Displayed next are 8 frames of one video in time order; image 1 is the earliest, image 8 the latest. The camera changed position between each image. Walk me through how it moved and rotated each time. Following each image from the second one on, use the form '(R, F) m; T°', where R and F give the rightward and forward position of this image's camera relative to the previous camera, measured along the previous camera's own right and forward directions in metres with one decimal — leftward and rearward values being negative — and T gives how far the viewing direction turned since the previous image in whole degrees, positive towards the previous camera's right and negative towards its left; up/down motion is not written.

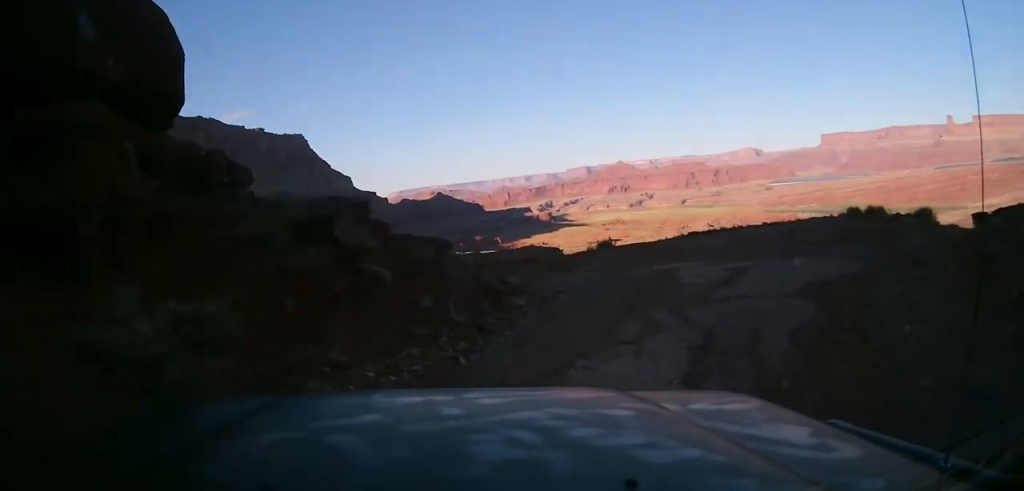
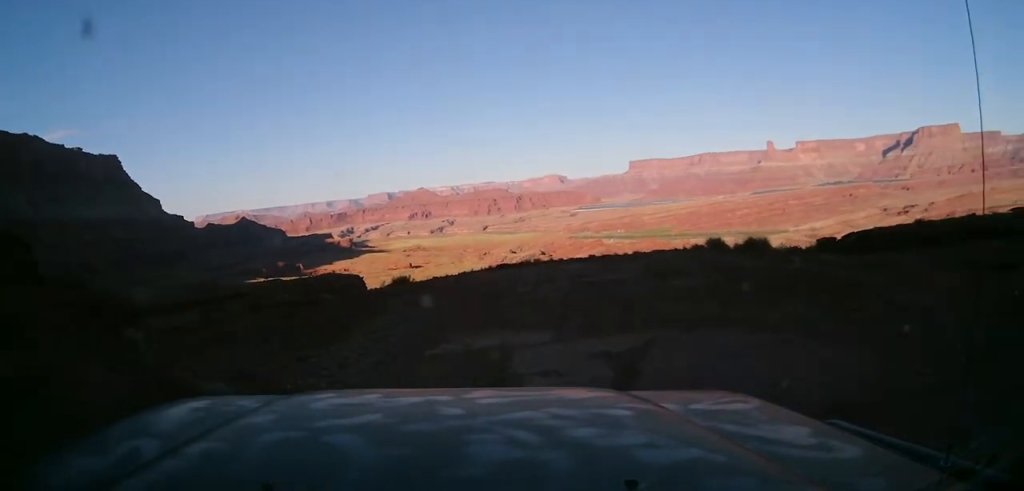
(+0.4, +5.7) m; +8°
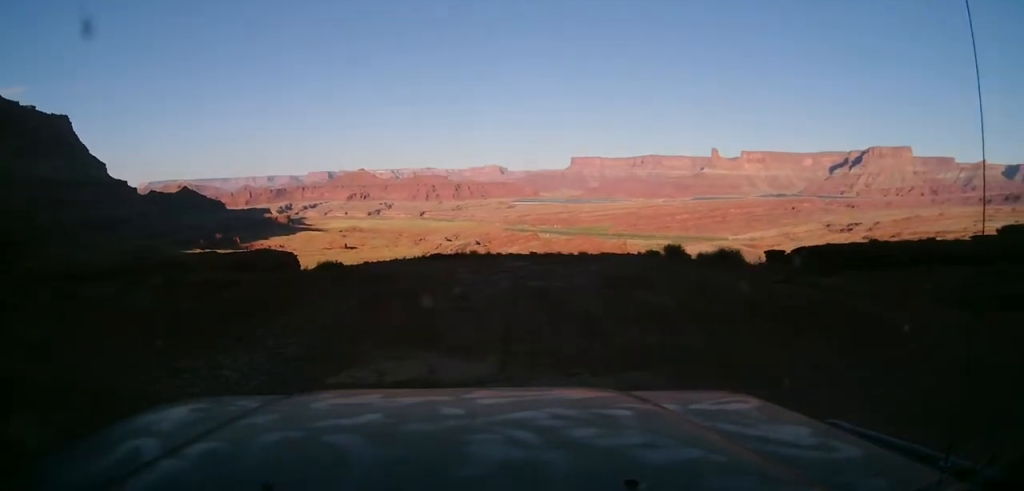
(0.0, +2.6) m; +5°
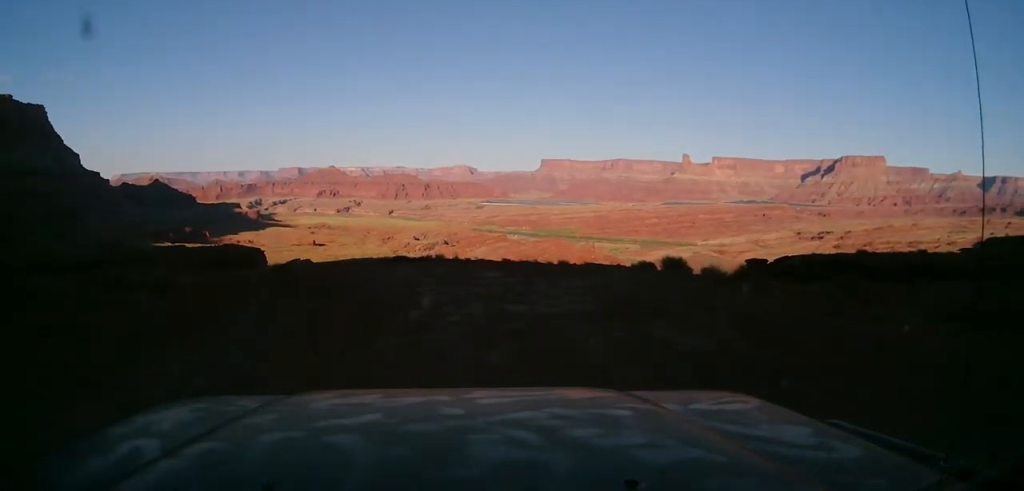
(+0.3, +3.4) m; +2°
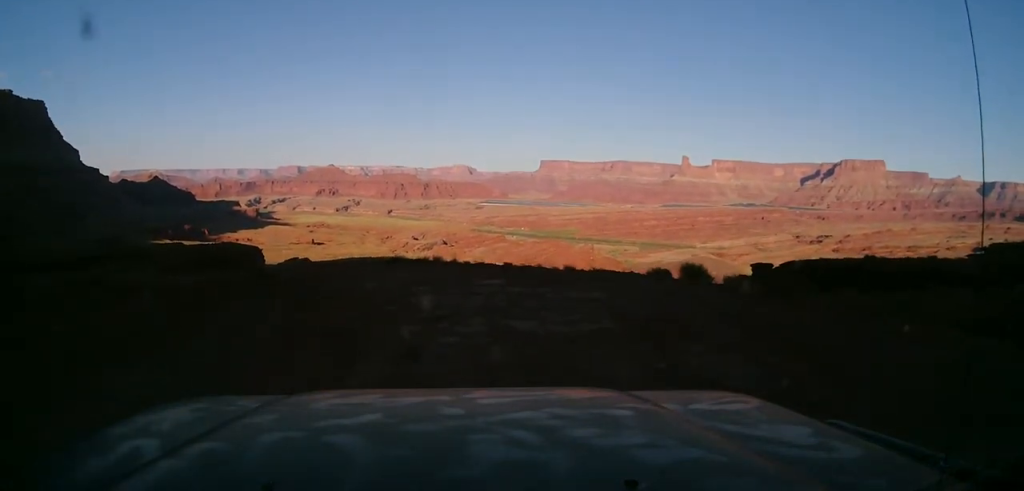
(+0.1, +1.7) m; 0°
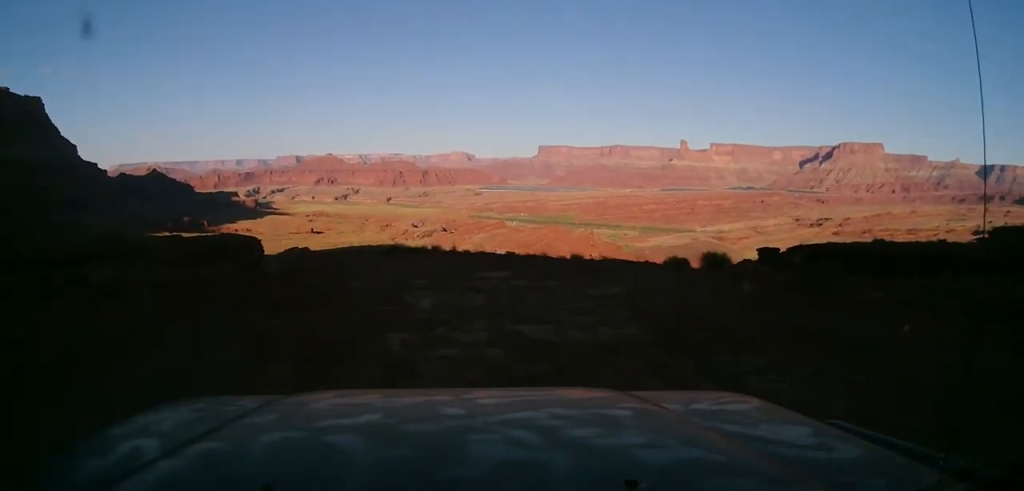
(-0.3, +1.5) m; 0°
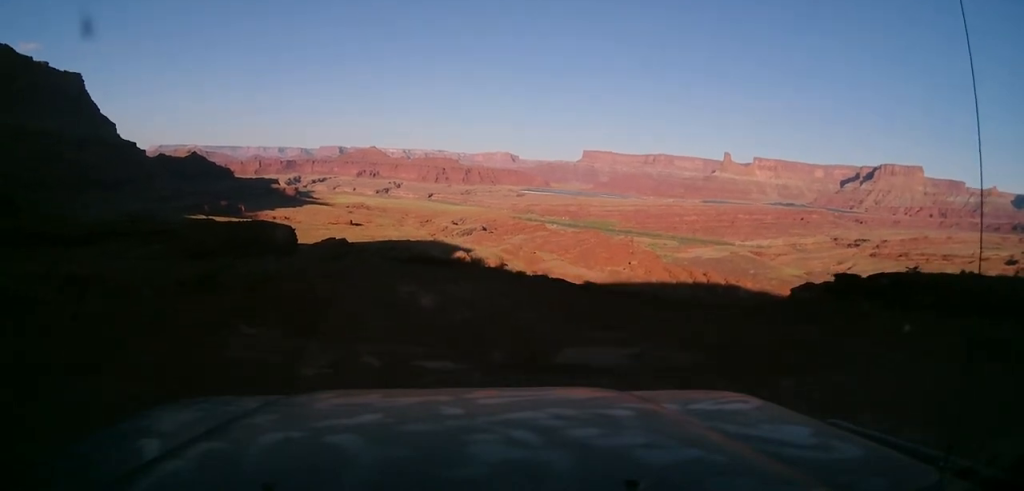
(+0.8, +8.1) m; -2°
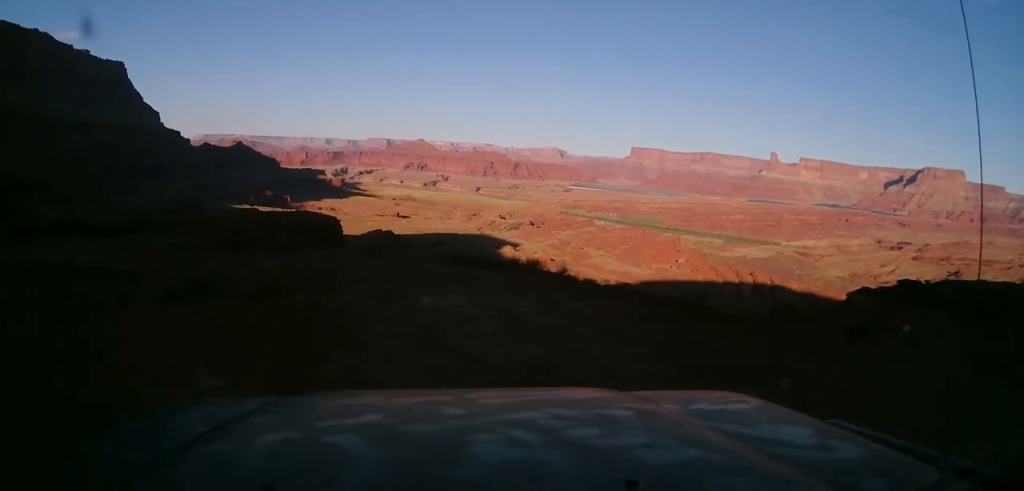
(-0.5, +3.3) m; -8°
